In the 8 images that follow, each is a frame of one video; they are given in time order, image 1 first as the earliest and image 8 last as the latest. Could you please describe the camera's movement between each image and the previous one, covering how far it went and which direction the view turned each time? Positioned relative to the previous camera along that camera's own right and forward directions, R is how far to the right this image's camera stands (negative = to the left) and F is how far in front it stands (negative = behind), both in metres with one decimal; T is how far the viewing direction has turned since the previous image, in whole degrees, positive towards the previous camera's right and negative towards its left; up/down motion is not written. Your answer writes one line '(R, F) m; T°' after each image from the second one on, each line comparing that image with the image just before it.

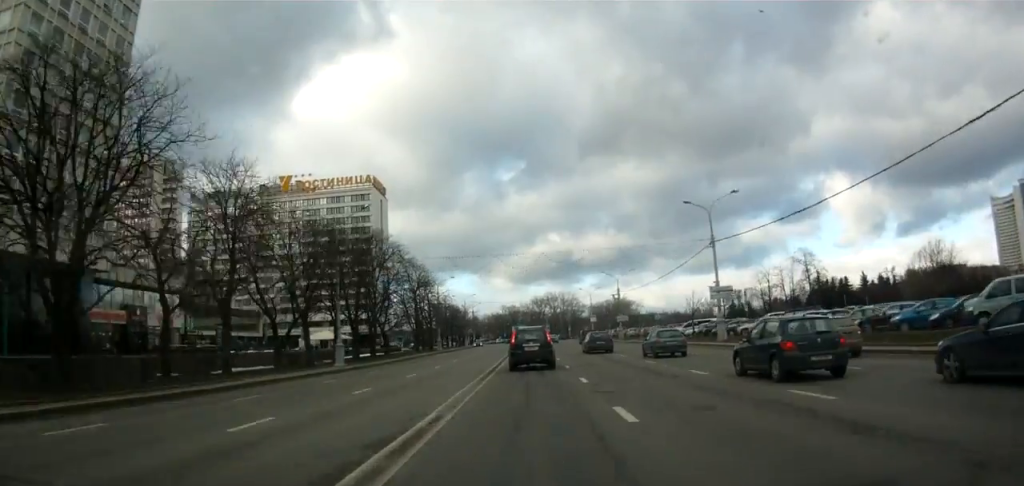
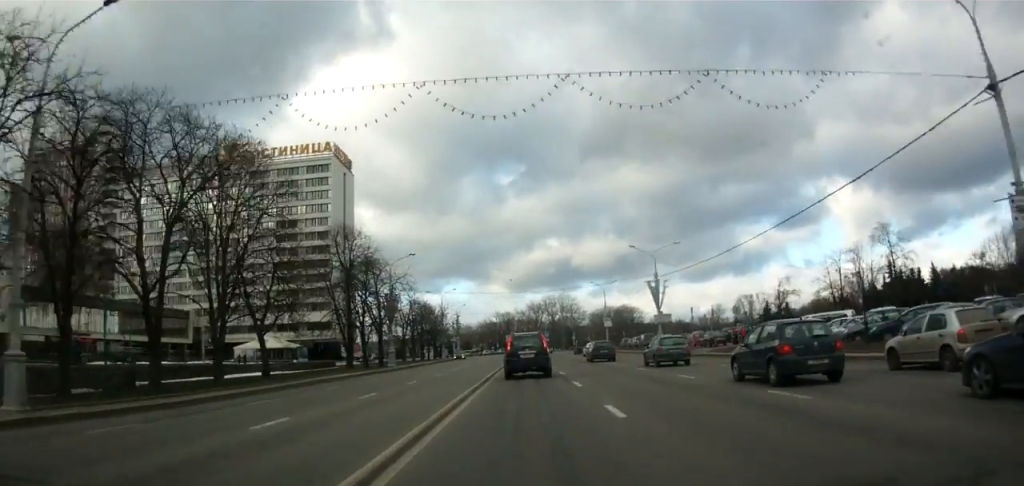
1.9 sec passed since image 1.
(+0.5, +30.5) m; +1°
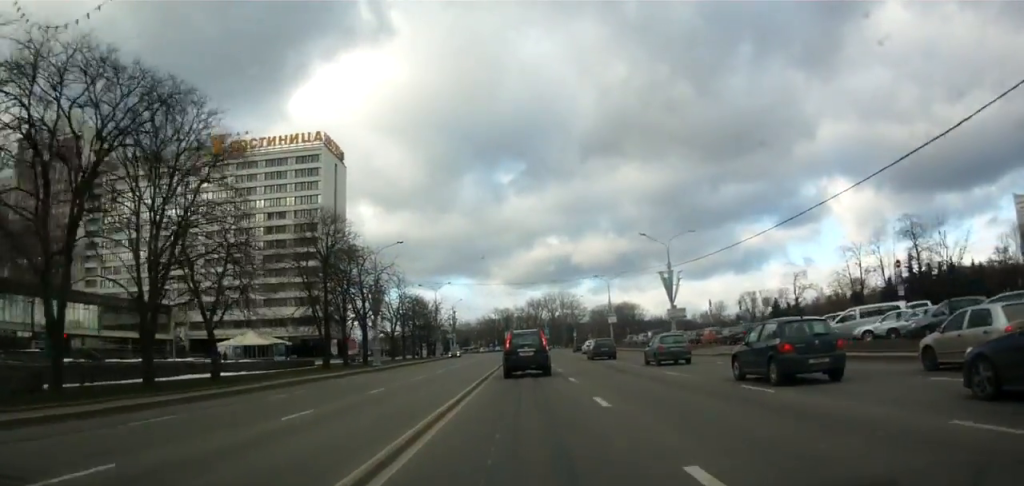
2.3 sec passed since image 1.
(0.0, +6.3) m; 0°
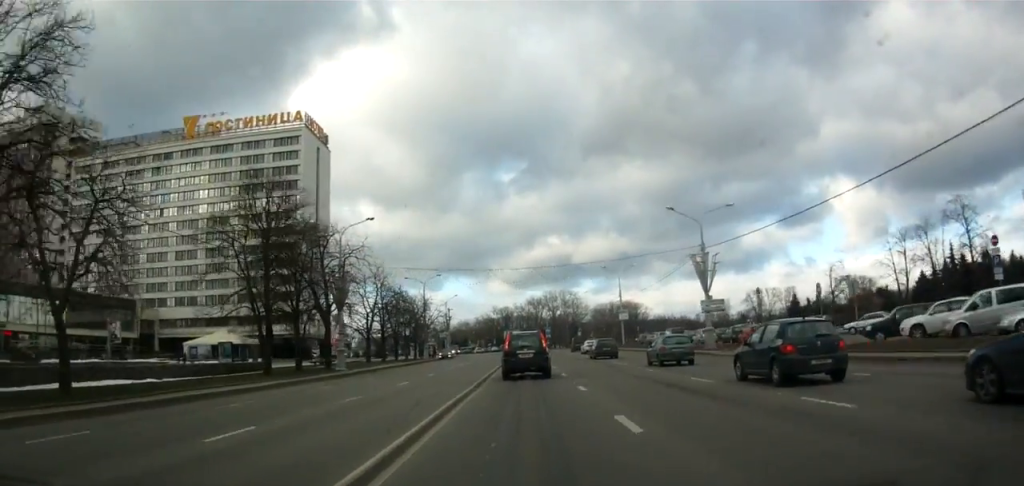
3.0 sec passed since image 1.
(0.0, +11.2) m; -1°
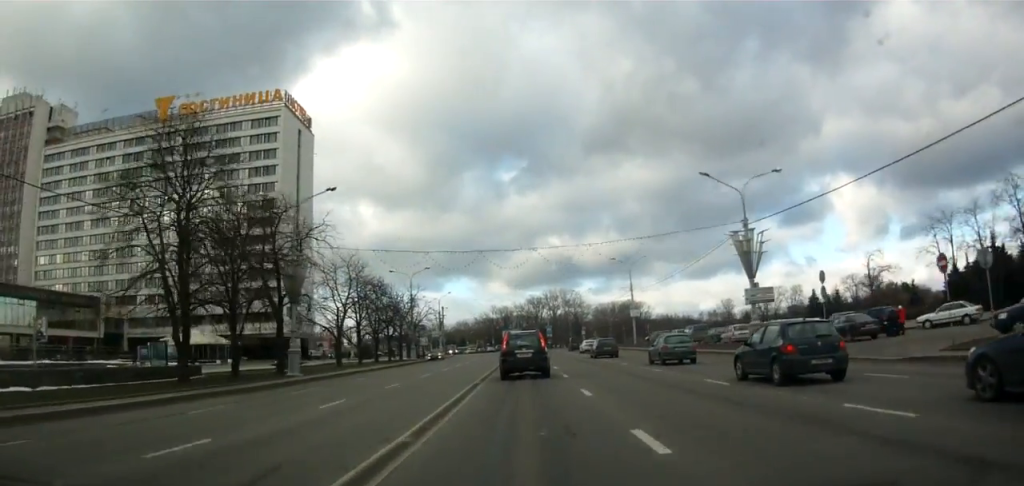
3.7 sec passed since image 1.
(-0.2, +9.8) m; +1°
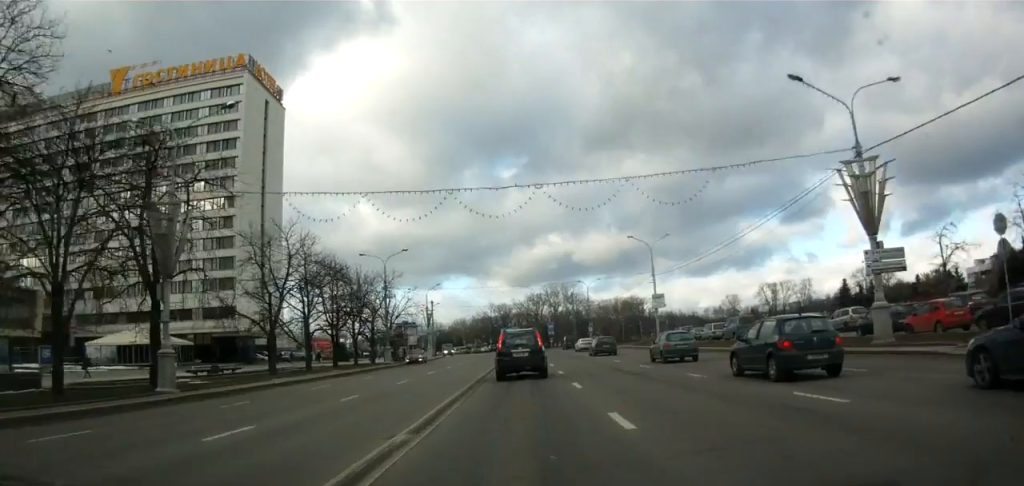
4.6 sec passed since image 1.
(+0.2, +14.5) m; +1°
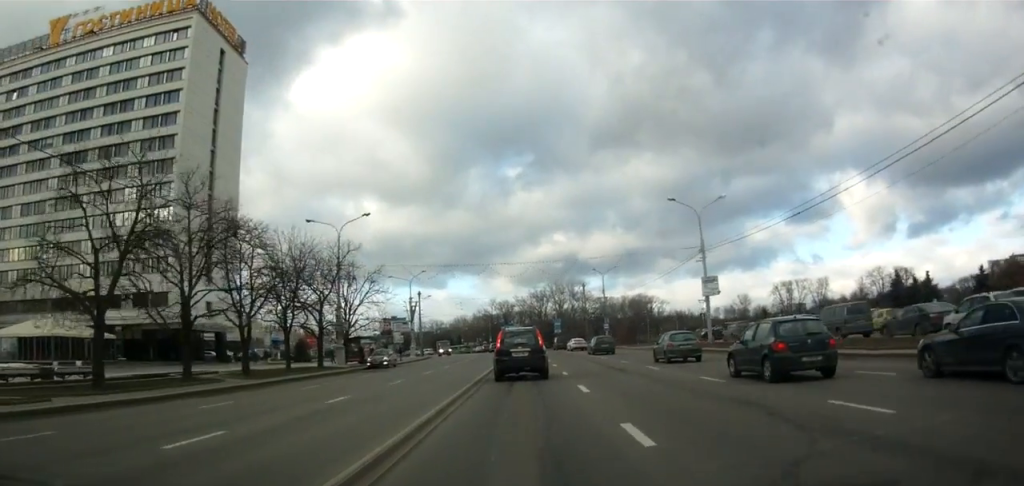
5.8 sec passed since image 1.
(0.0, +17.1) m; -1°
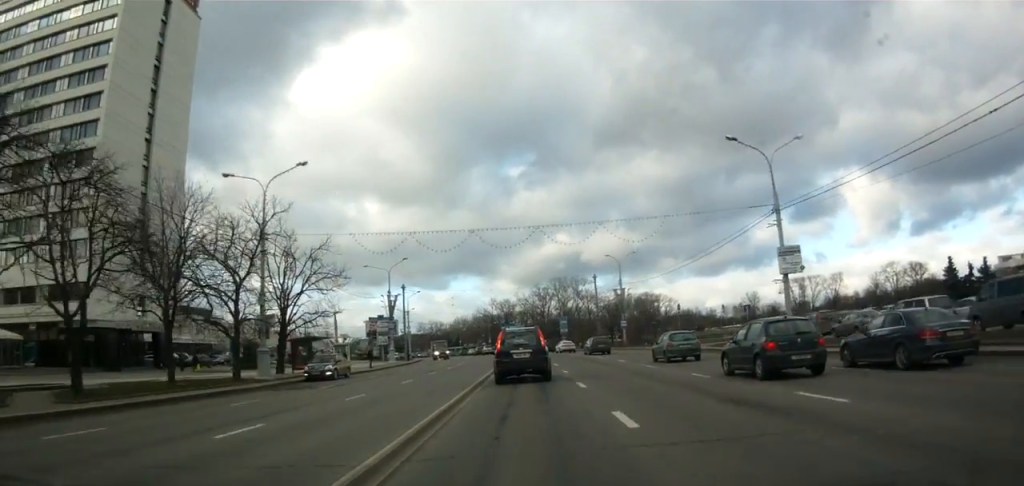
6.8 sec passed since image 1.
(-0.3, +14.4) m; -1°
